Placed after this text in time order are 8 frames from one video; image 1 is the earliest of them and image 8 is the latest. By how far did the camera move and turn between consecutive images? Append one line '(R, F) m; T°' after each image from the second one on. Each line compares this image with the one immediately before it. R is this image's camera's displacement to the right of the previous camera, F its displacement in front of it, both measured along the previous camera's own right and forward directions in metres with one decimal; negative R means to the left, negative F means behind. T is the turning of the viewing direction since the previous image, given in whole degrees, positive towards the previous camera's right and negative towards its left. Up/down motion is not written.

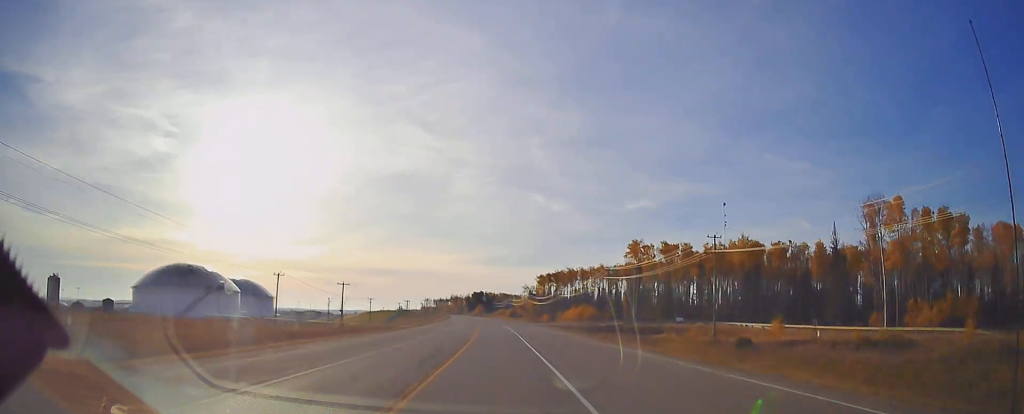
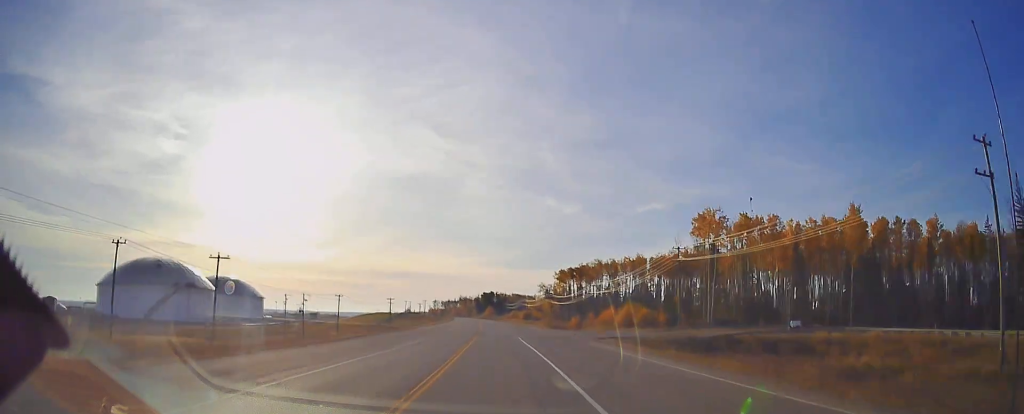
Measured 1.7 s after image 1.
(+0.3, +45.6) m; -1°
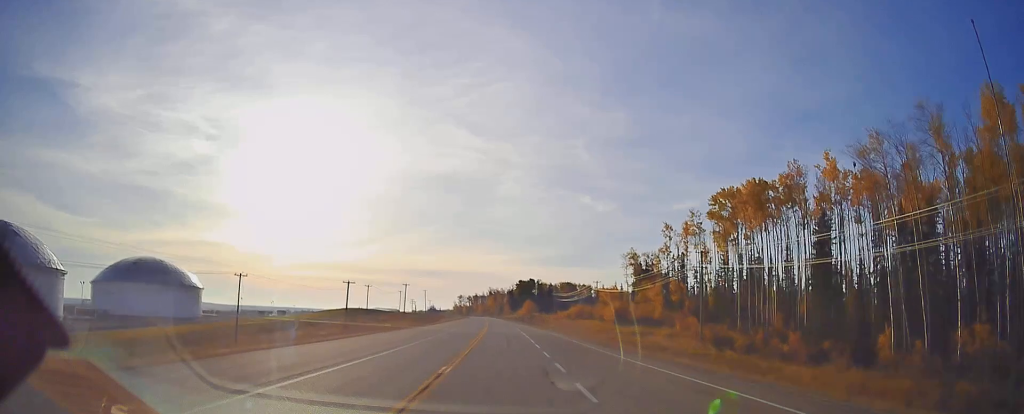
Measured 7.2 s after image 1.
(-5.1, +147.5) m; -4°
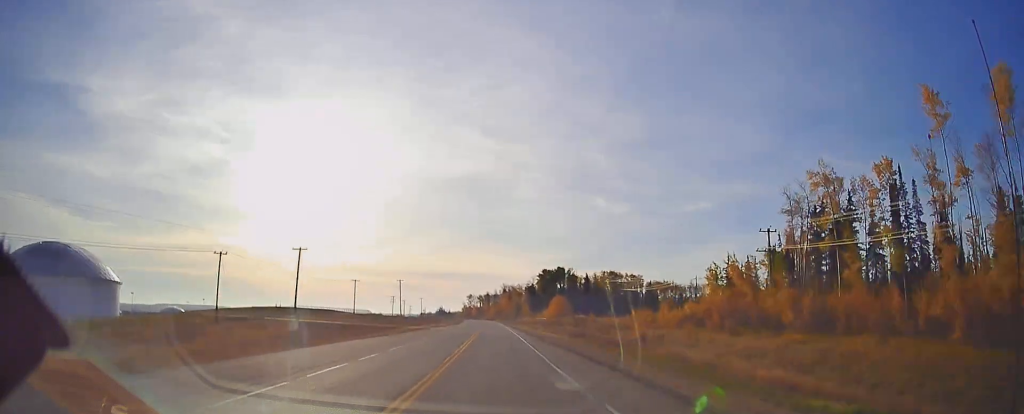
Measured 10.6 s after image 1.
(-1.5, +91.9) m; -2°
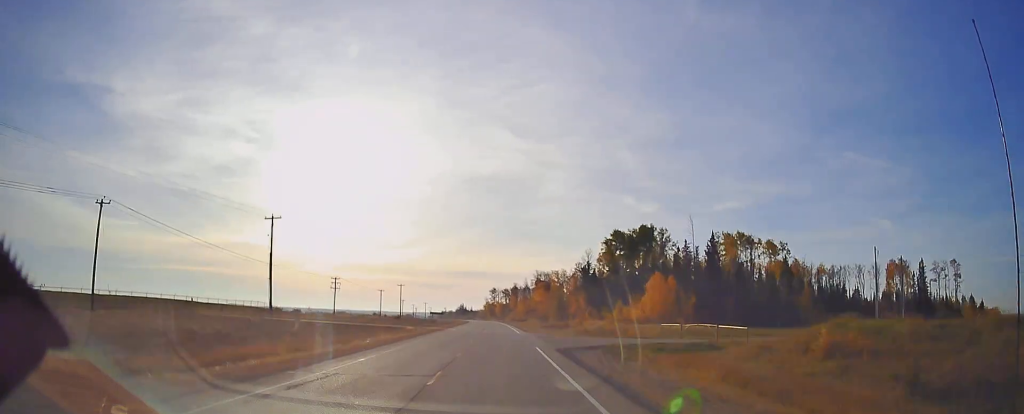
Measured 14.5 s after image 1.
(-3.0, +105.7) m; -3°
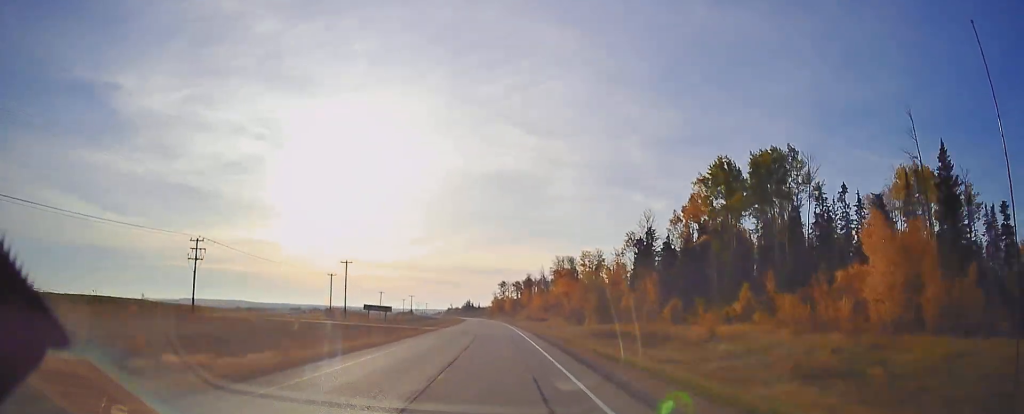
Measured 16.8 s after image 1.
(-0.7, +62.4) m; -1°
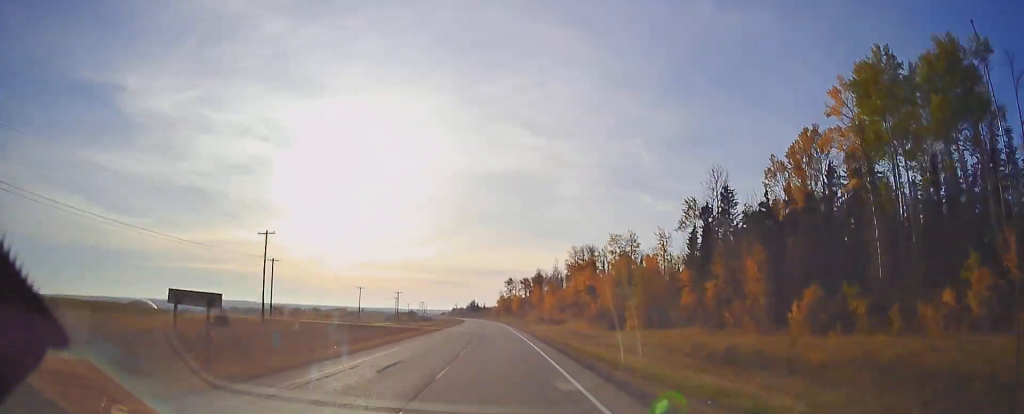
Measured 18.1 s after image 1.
(-0.6, +35.0) m; -1°
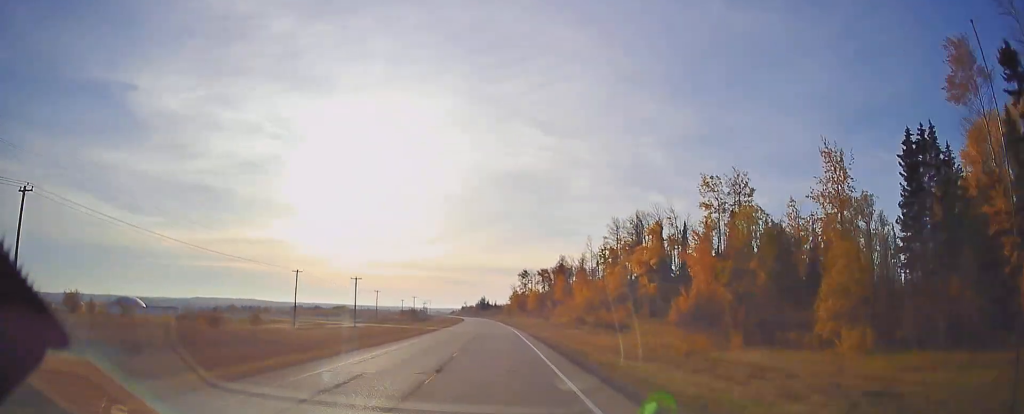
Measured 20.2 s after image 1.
(-0.4, +56.6) m; -1°
